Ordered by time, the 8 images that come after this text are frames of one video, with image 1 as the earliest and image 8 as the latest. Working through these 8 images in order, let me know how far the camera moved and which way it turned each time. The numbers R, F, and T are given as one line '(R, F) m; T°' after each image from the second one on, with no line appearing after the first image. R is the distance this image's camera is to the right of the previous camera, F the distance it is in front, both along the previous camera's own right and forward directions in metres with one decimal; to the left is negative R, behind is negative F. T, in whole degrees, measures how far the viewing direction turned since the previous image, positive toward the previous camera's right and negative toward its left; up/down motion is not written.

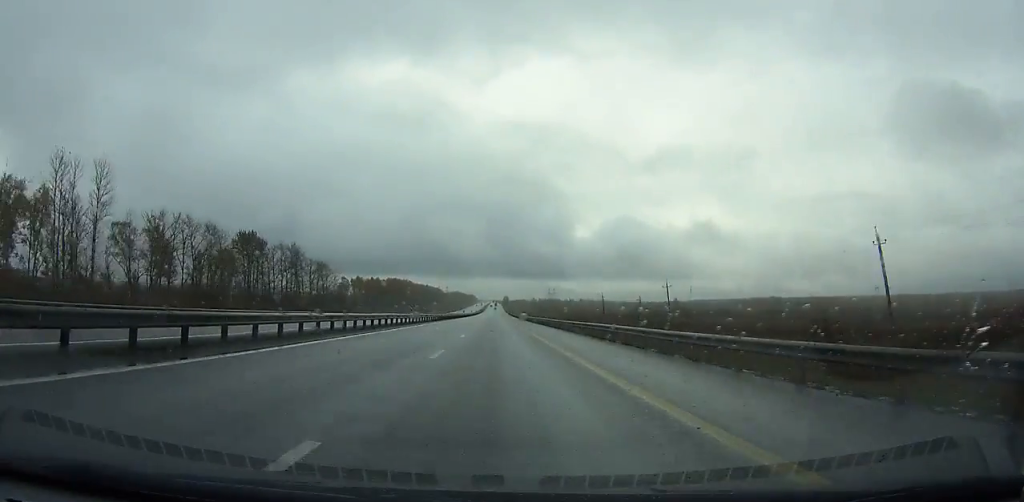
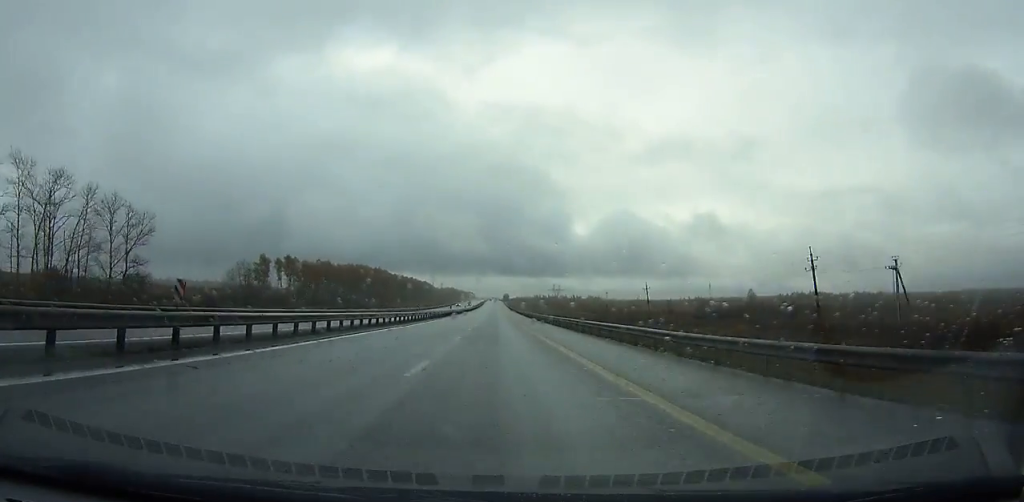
(+0.2, +111.8) m; 0°
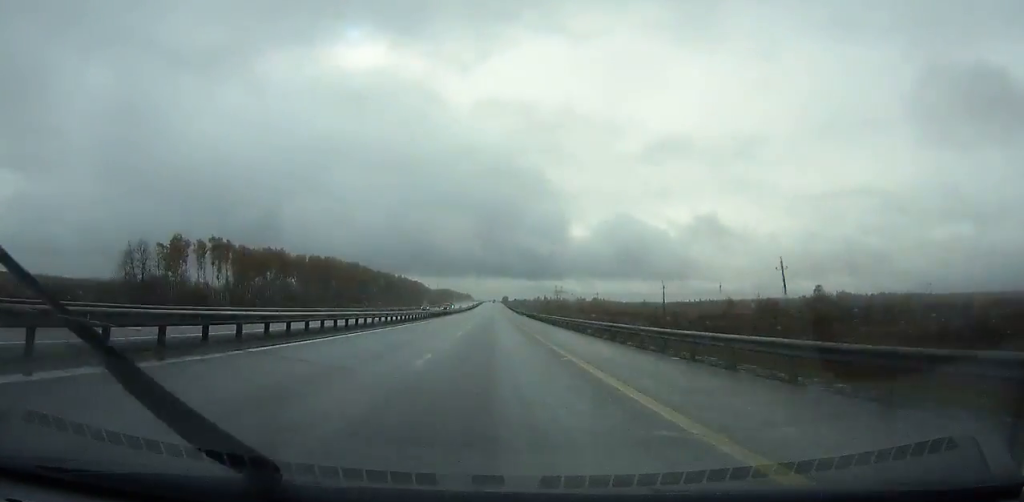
(0.0, +58.9) m; 0°
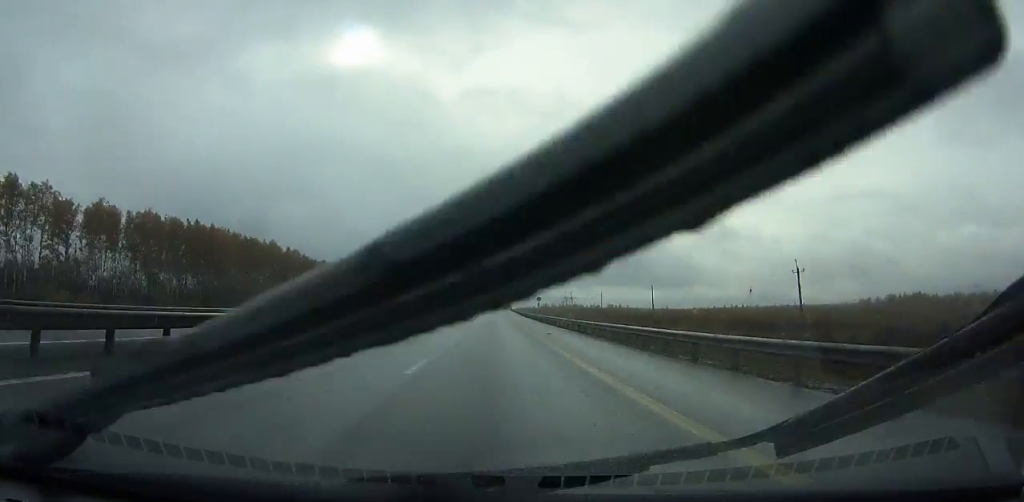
(-0.1, +121.4) m; 0°
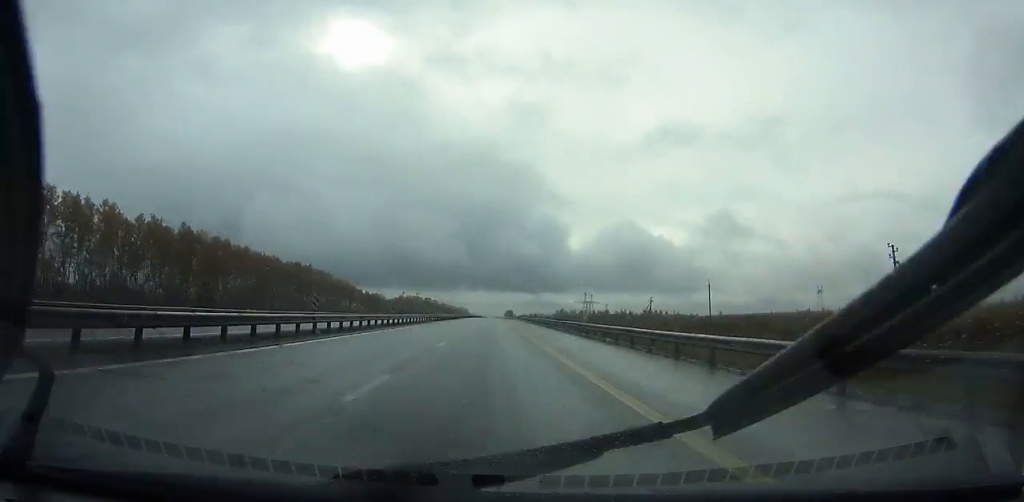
(-0.4, +207.4) m; 0°
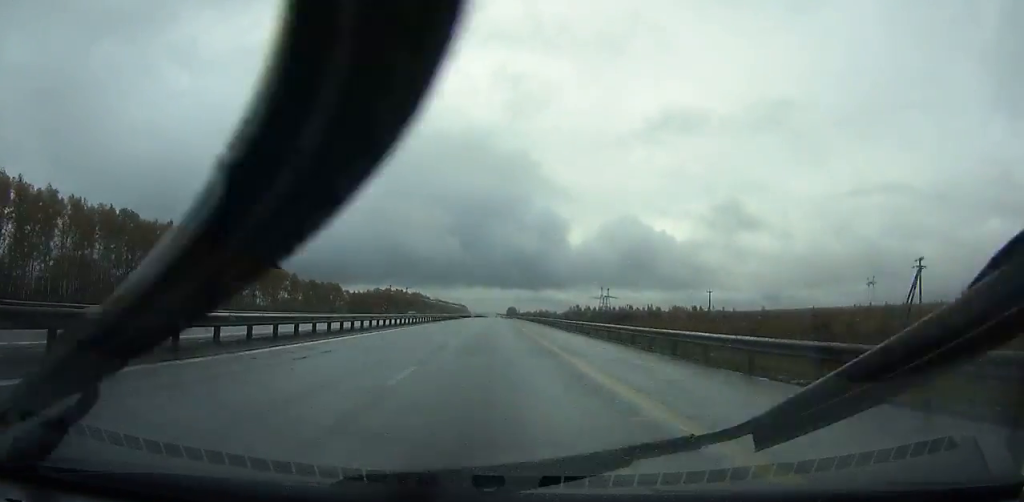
(+0.1, +108.1) m; 0°
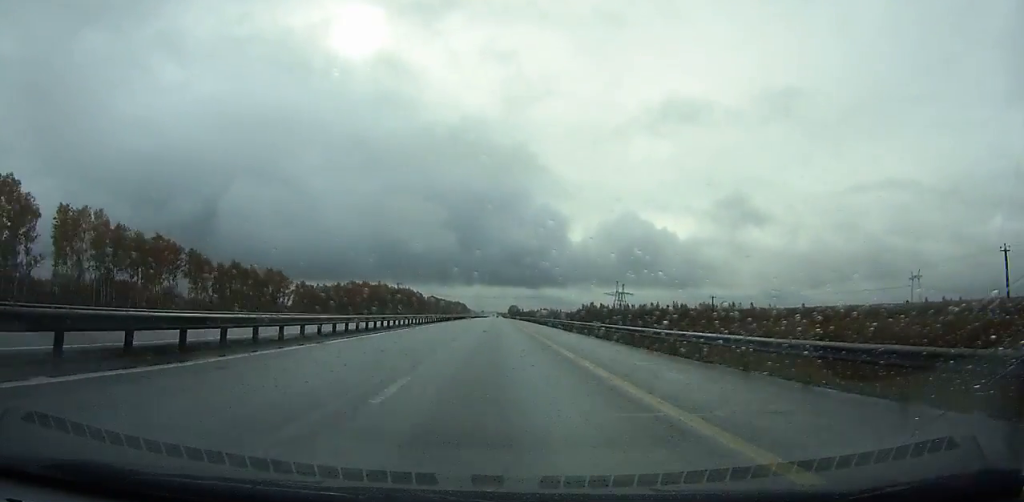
(-0.1, +73.8) m; 0°
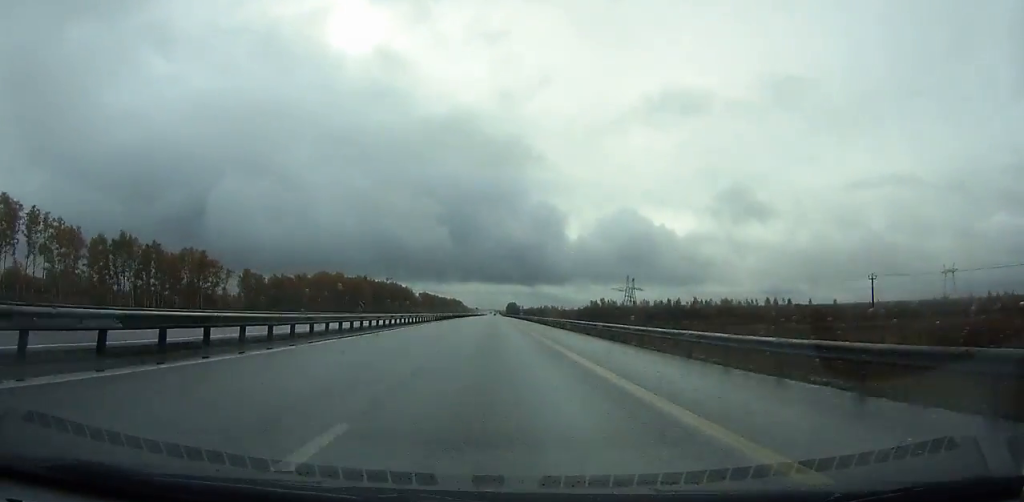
(0.0, +51.6) m; 0°
